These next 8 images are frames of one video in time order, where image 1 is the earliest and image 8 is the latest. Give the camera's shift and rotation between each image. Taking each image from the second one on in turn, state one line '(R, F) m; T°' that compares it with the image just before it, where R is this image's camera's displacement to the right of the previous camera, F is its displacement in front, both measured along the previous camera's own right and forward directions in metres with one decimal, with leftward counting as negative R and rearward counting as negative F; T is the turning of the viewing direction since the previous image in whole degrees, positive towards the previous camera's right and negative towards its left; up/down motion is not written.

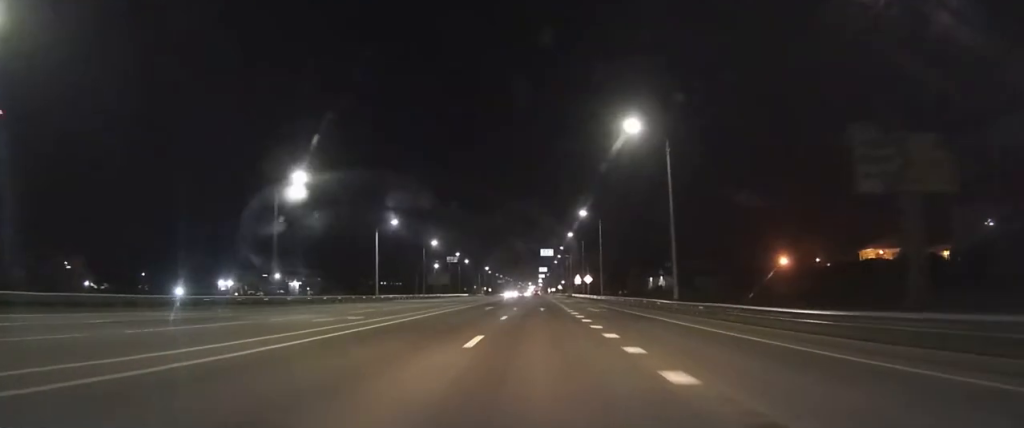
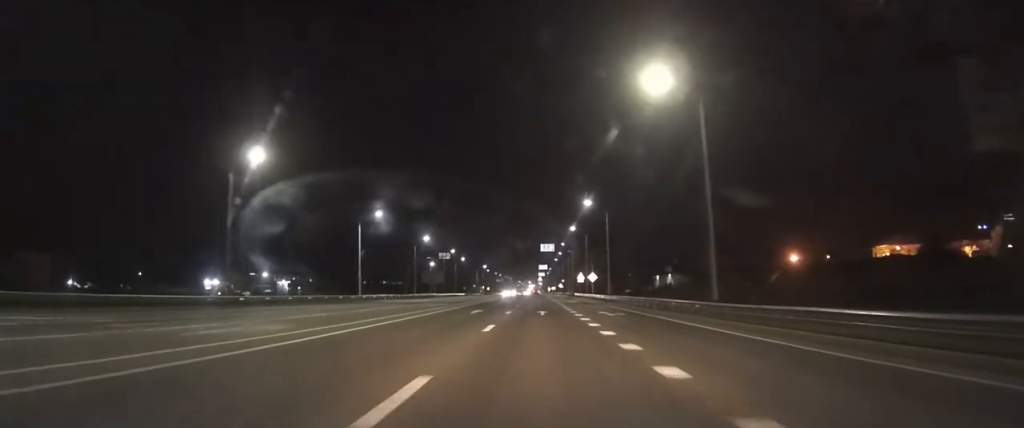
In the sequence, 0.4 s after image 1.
(0.0, +7.5) m; 0°
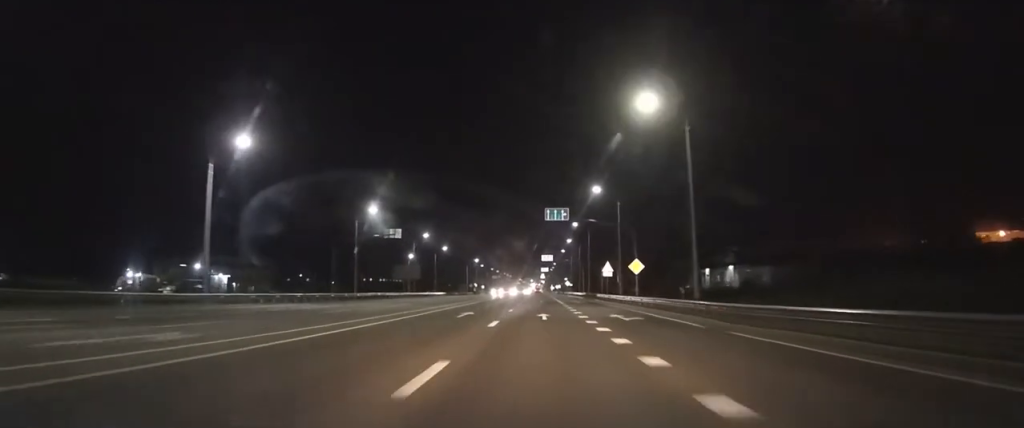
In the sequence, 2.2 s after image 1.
(0.0, +34.3) m; 0°
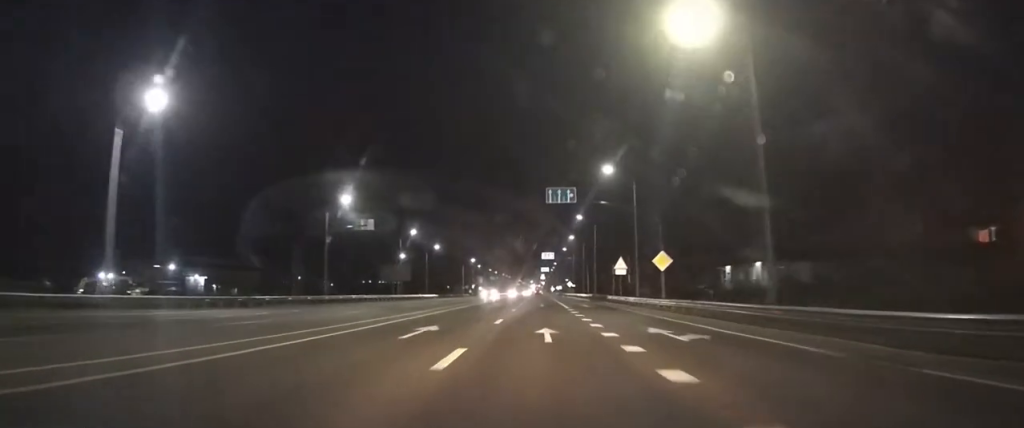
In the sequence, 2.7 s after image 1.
(-0.1, +9.7) m; 0°
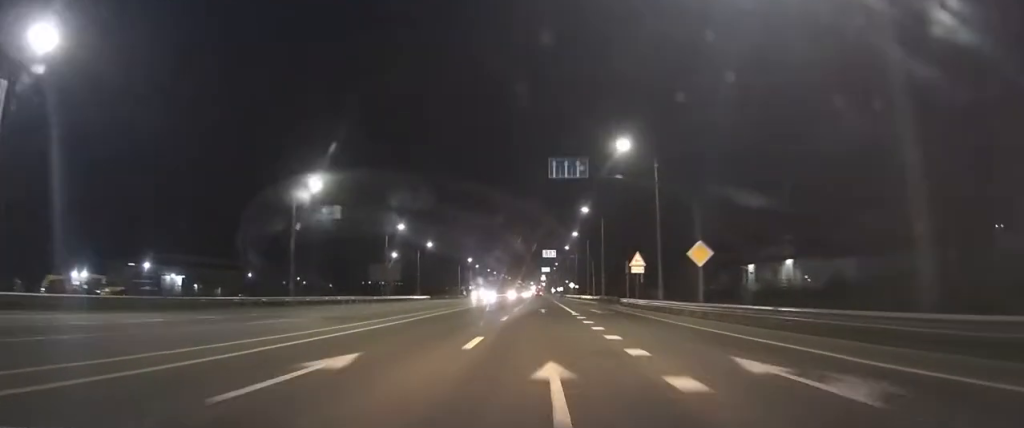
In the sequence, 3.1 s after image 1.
(0.0, +8.5) m; 0°
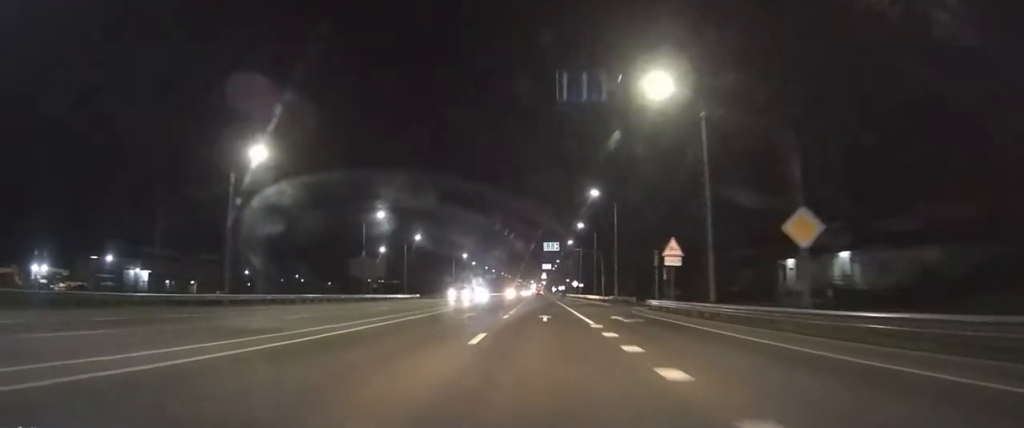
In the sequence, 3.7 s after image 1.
(0.0, +11.2) m; 0°
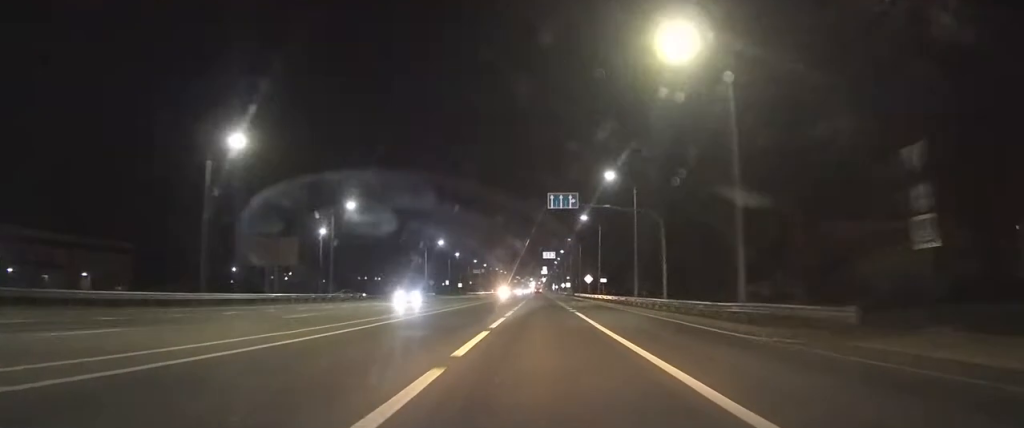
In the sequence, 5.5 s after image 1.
(+0.3, +35.3) m; +1°
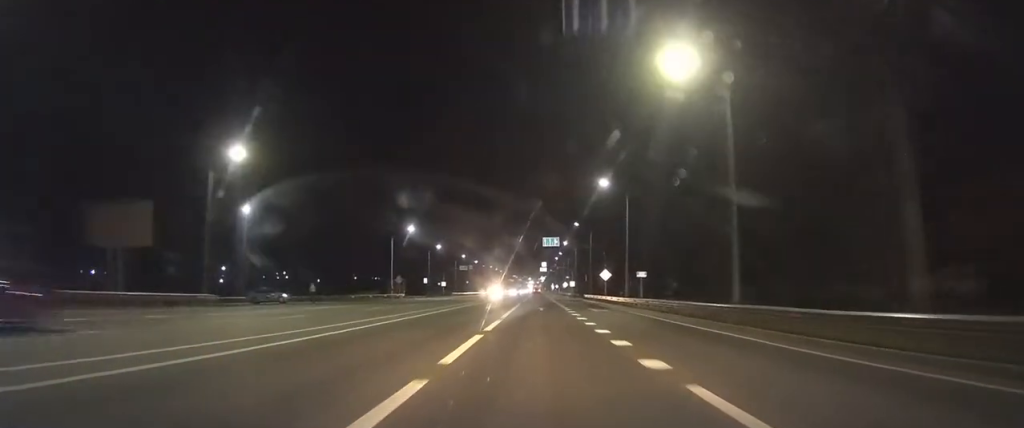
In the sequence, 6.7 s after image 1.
(-0.1, +25.0) m; 0°
